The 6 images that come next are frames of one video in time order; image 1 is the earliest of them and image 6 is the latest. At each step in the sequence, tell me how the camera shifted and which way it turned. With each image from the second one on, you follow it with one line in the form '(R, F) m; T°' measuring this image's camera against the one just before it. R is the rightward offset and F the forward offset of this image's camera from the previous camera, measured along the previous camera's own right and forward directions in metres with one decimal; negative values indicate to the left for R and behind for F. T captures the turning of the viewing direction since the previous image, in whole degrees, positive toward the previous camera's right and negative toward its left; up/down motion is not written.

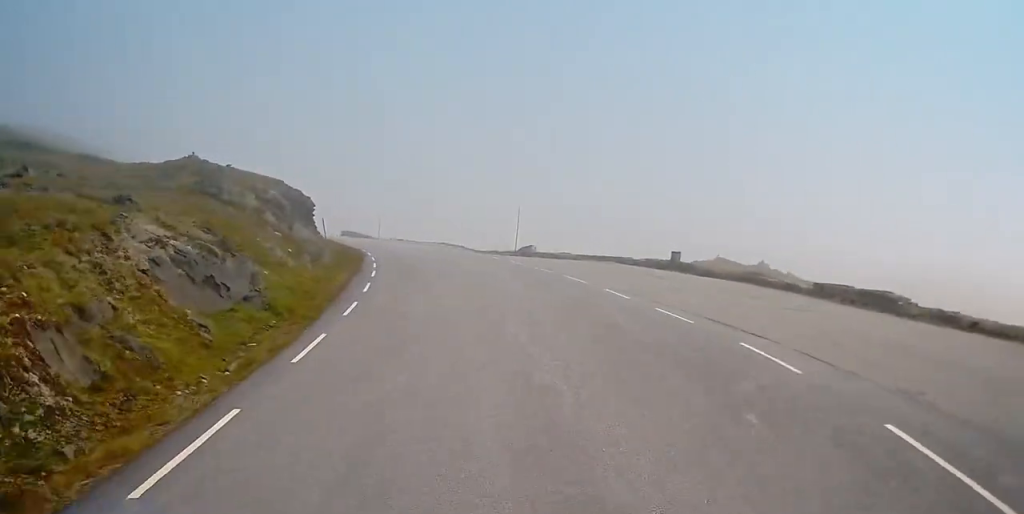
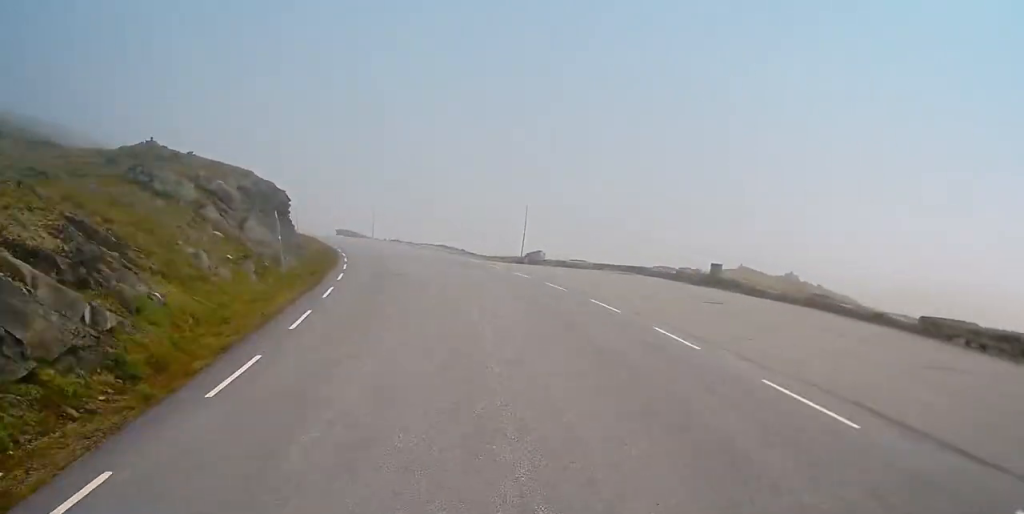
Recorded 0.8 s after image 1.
(0.0, +8.5) m; -2°
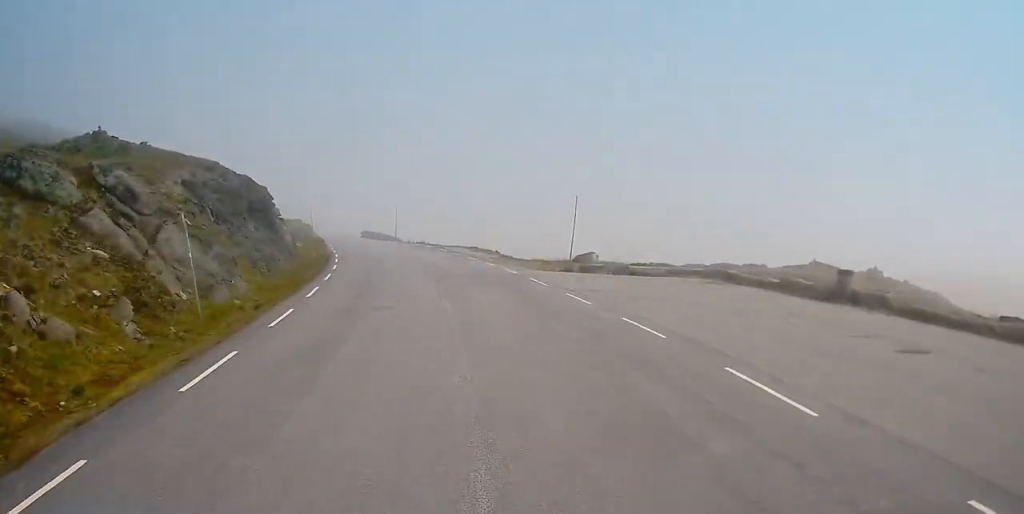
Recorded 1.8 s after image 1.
(-0.4, +11.5) m; -4°
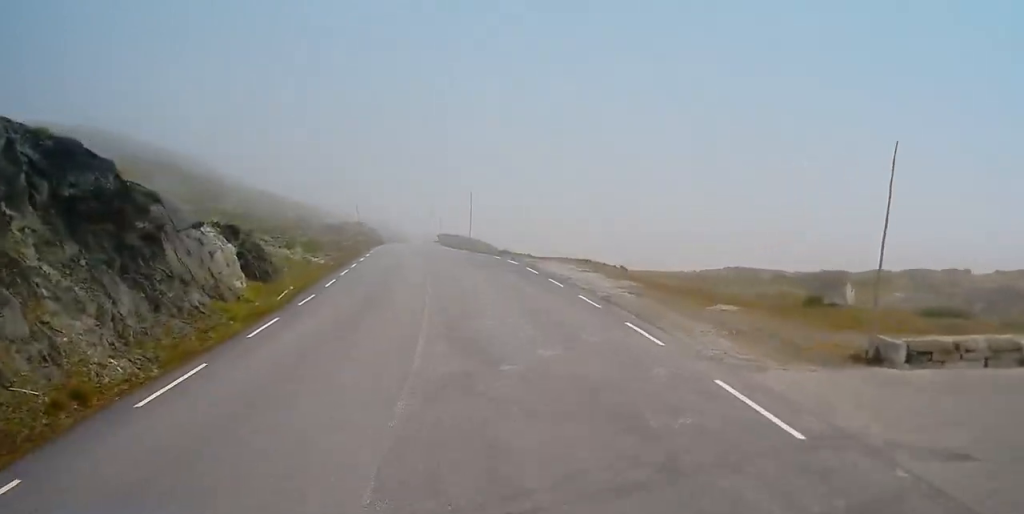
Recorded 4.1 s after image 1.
(-1.6, +24.9) m; -5°
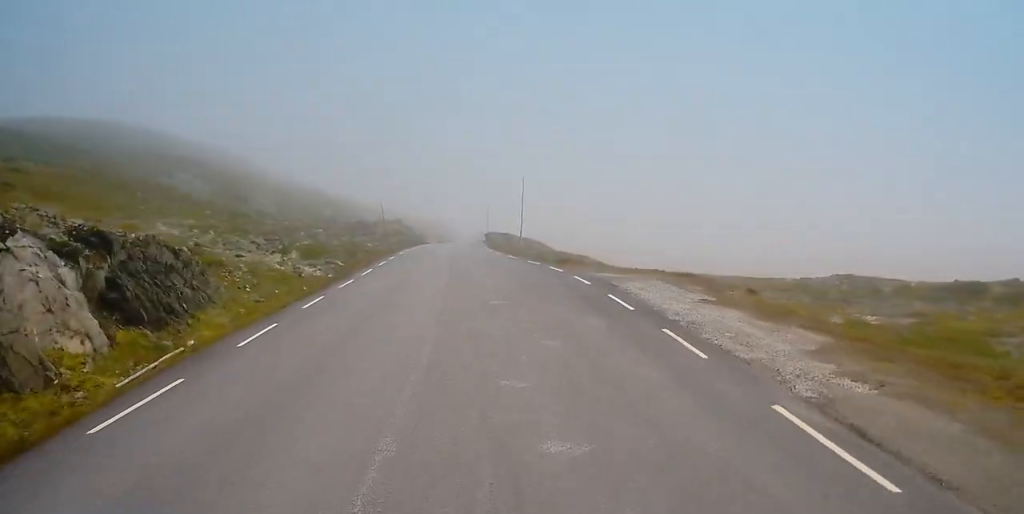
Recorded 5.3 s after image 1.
(-0.1, +13.5) m; -3°
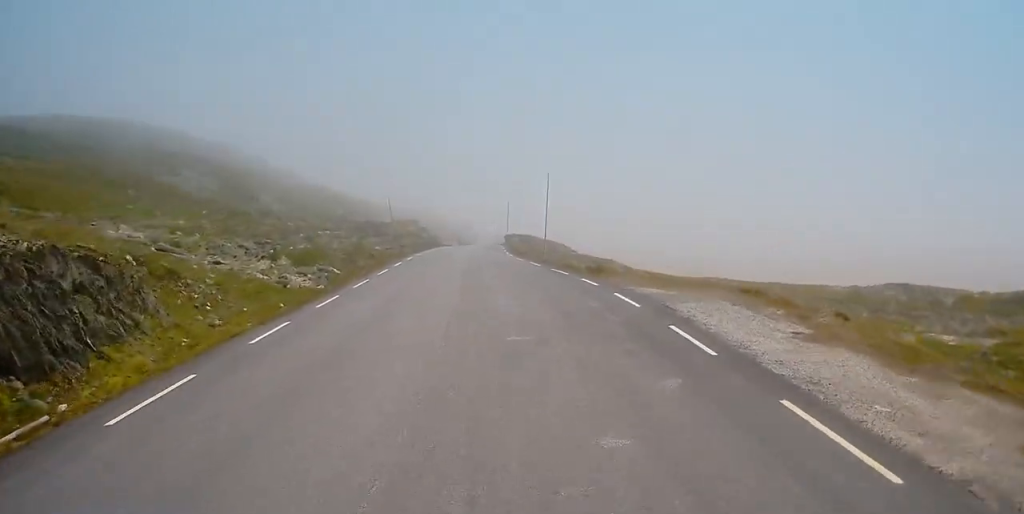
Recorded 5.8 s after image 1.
(-0.3, +5.8) m; -2°
